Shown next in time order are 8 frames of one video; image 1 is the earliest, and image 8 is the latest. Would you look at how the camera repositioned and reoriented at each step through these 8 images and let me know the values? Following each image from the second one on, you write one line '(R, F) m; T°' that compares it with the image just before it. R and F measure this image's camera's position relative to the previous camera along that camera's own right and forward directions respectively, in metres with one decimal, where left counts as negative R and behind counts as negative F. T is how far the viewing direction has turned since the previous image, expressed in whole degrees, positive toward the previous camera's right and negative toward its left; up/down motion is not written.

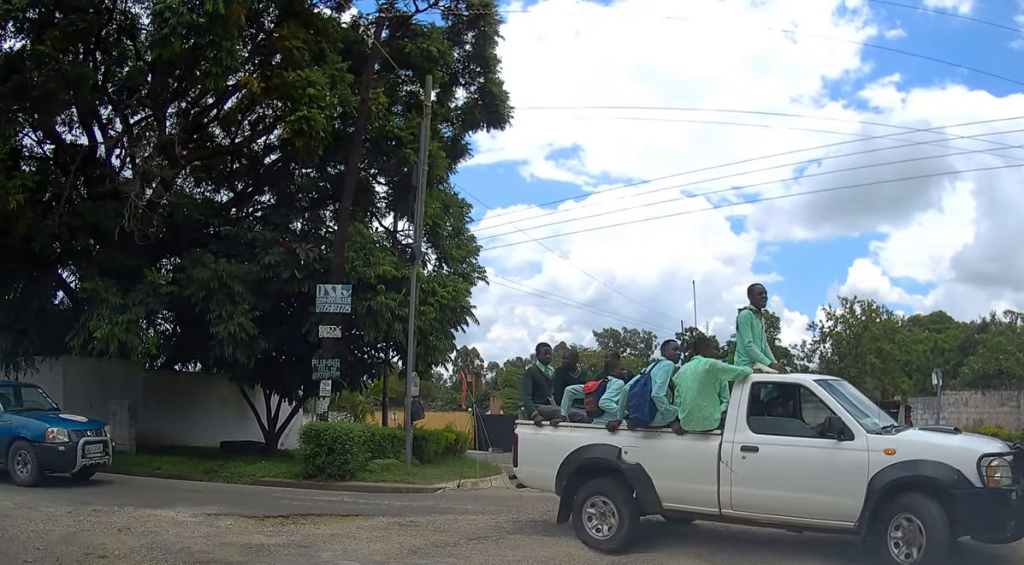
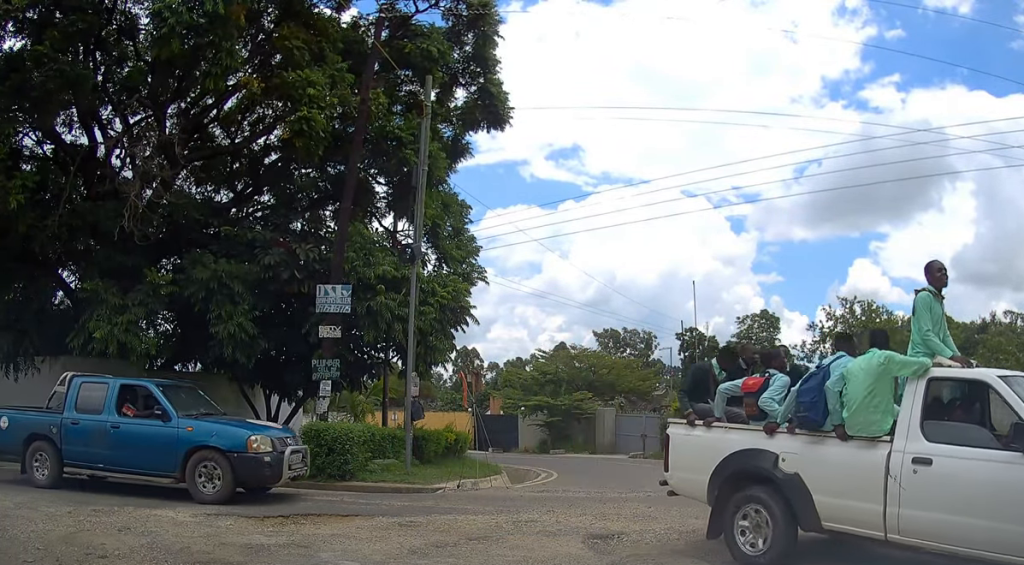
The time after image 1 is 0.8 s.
(0.0, 0.0) m; 0°
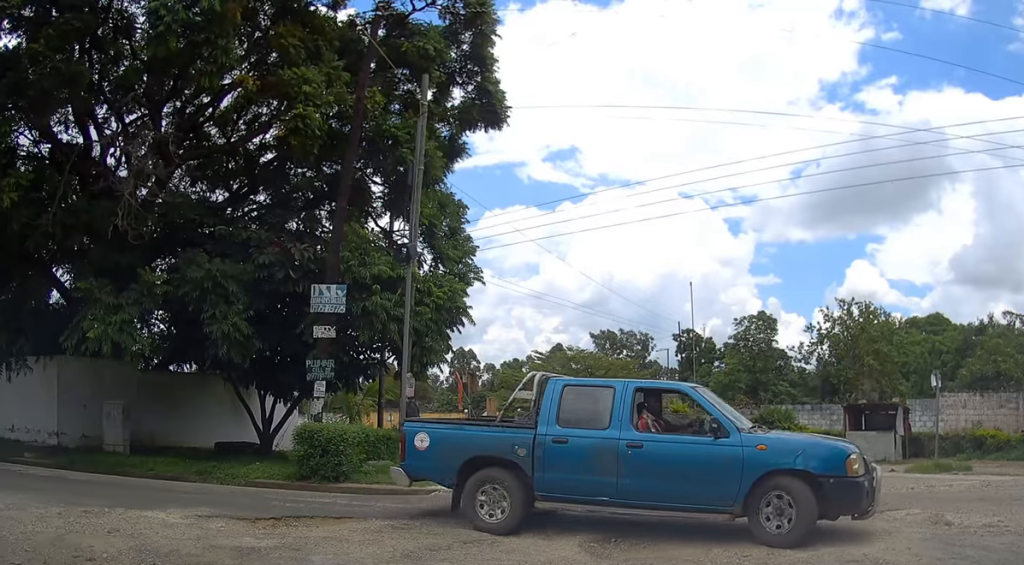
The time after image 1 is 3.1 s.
(-0.1, +0.2) m; 0°
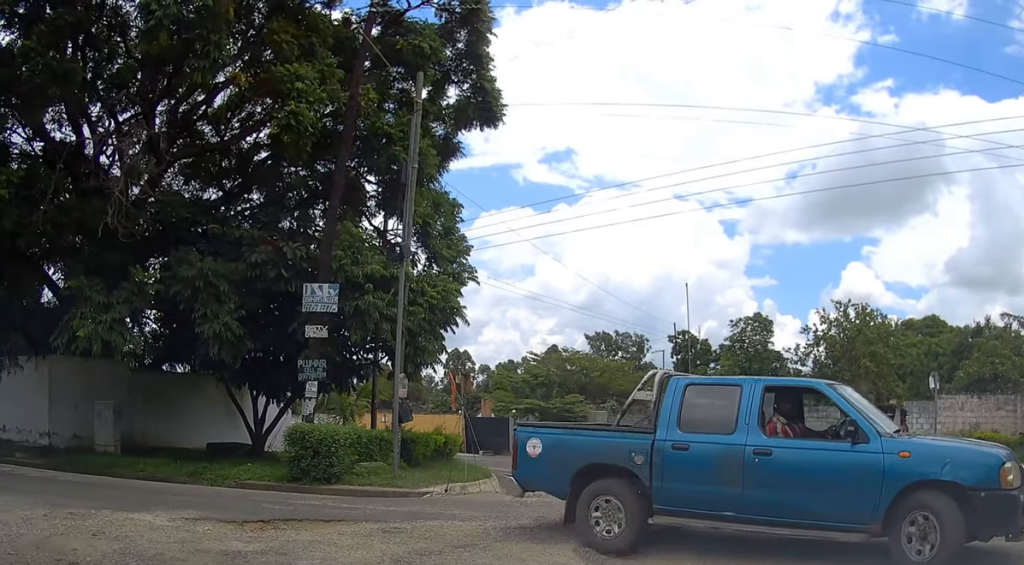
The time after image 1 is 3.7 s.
(0.0, +0.1) m; 0°
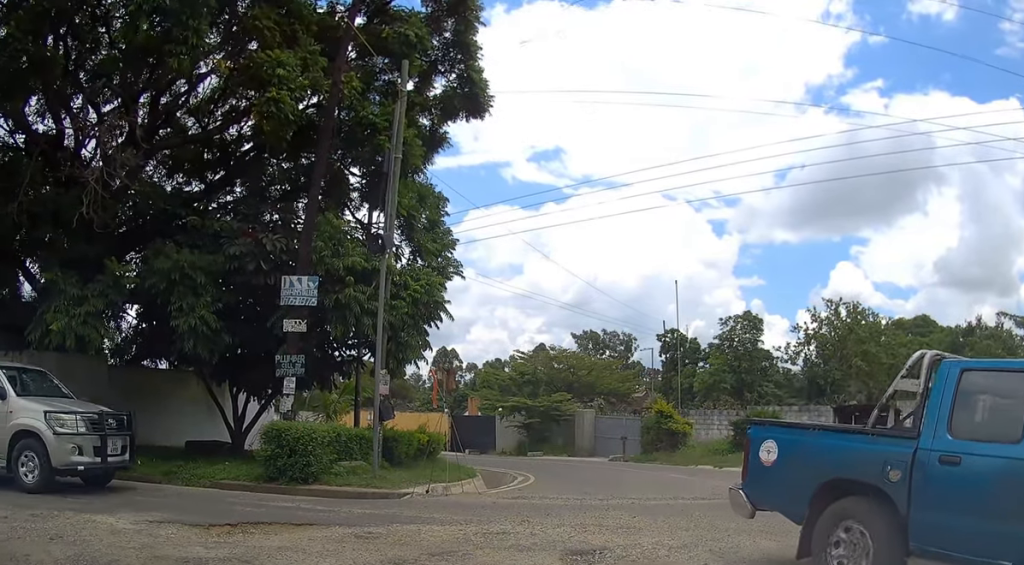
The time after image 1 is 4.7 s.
(-0.2, +0.1) m; 0°
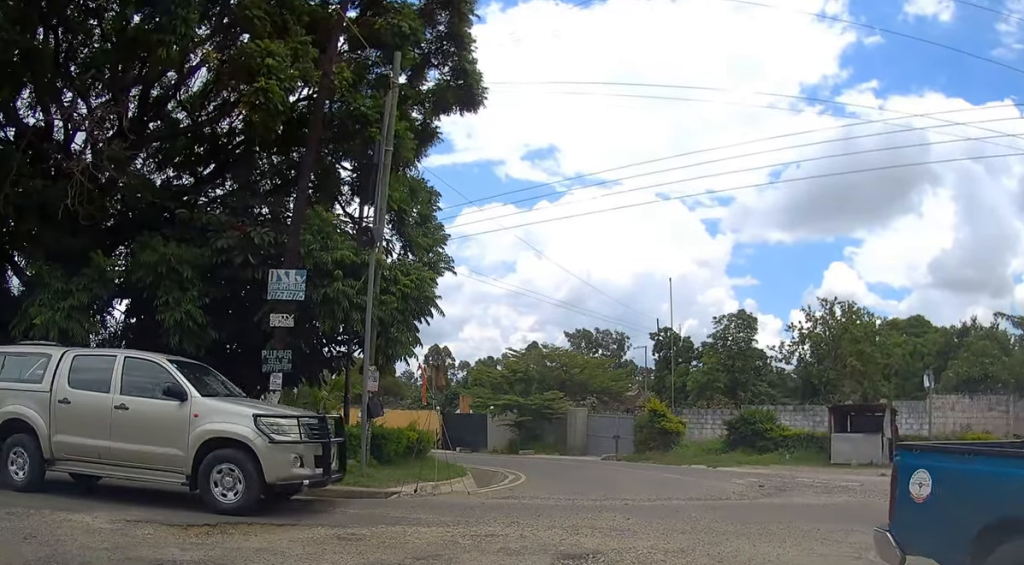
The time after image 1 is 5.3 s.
(-0.2, 0.0) m; 0°
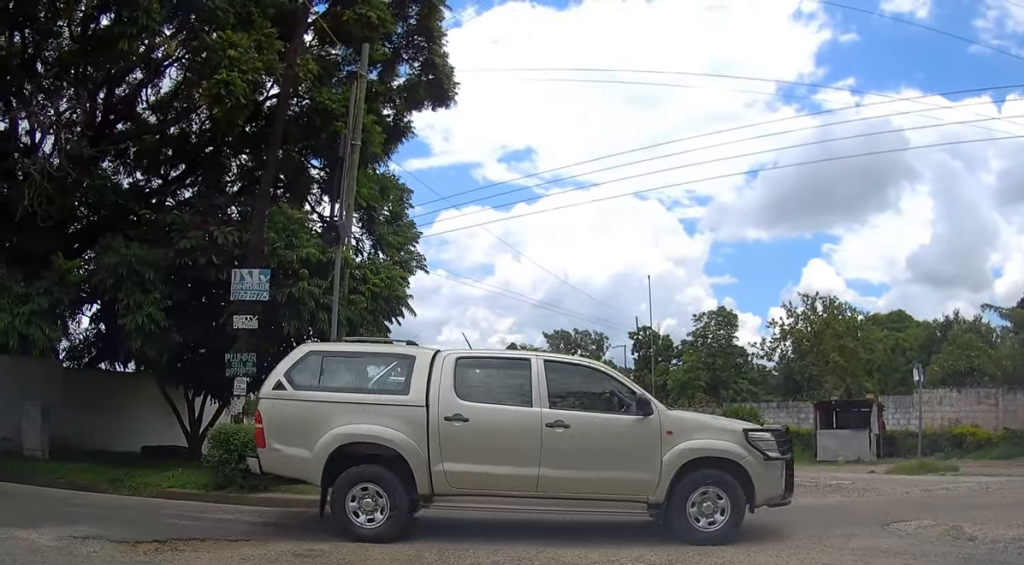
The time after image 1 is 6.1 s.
(-0.4, +0.2) m; 0°
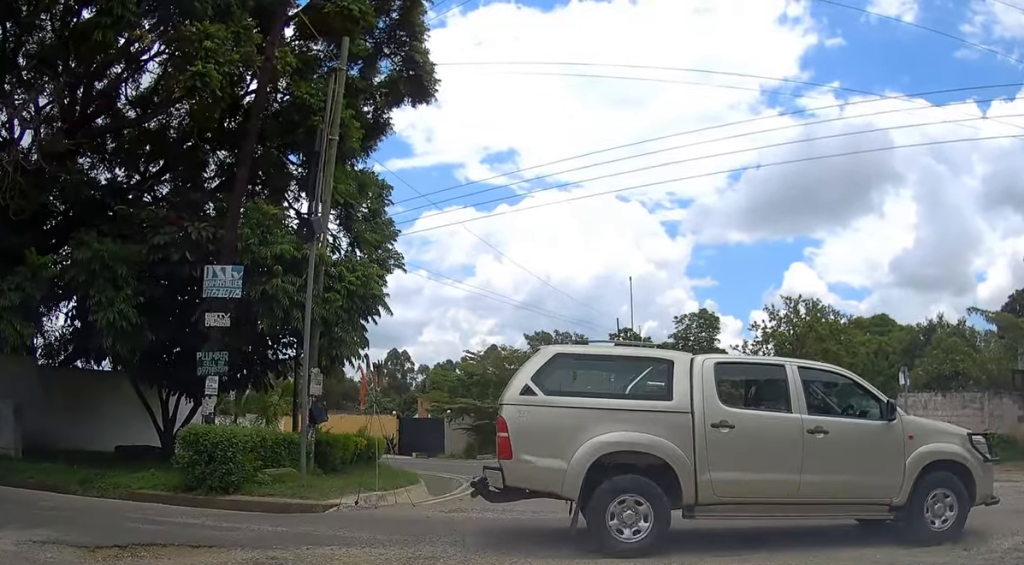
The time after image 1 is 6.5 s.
(-0.2, +0.1) m; 0°
